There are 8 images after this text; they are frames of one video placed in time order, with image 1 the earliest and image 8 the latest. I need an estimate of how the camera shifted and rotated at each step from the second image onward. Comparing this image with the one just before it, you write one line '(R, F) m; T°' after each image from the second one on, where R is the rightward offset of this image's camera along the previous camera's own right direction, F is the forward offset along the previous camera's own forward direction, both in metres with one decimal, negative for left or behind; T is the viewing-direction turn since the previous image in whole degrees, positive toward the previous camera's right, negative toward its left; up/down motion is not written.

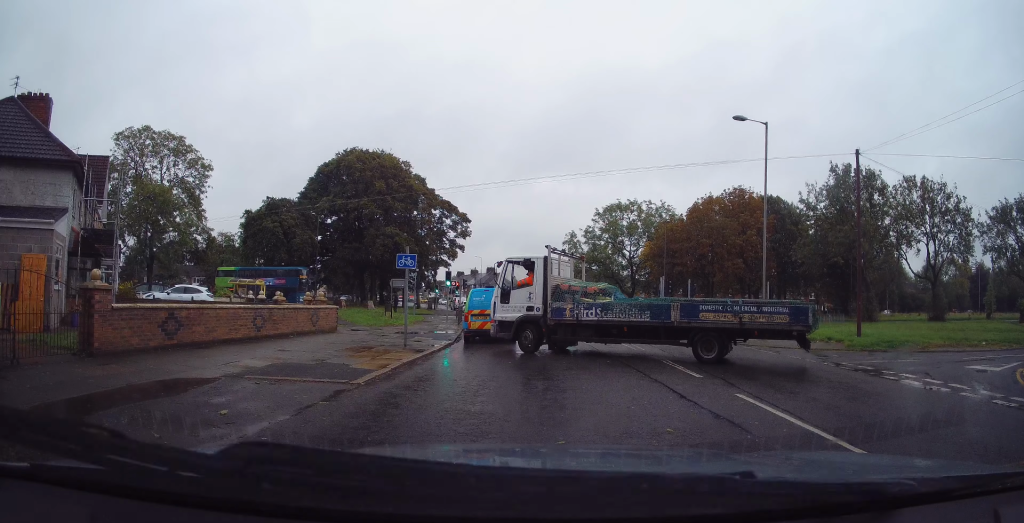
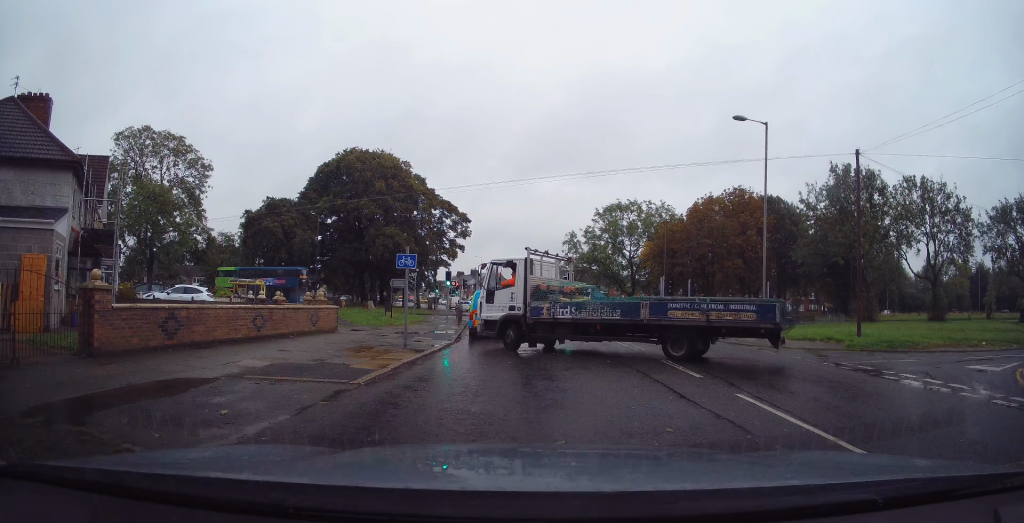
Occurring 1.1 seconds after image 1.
(0.0, 0.0) m; 0°
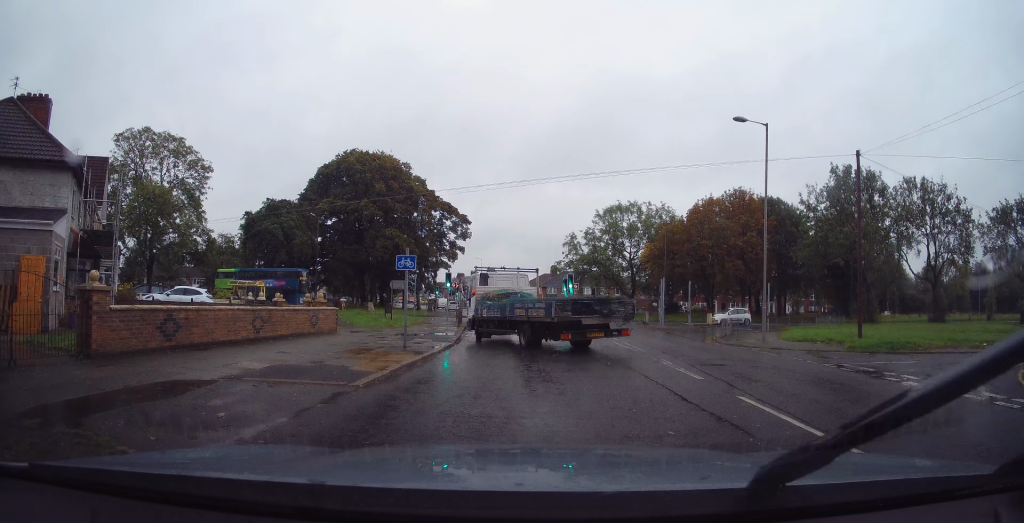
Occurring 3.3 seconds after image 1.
(0.0, 0.0) m; 0°
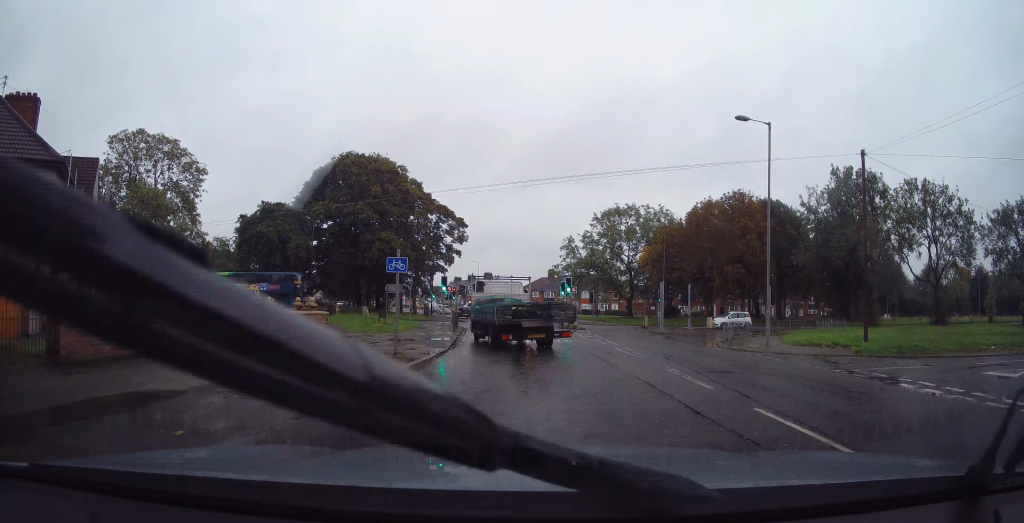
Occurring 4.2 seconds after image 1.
(+0.1, +0.3) m; 0°
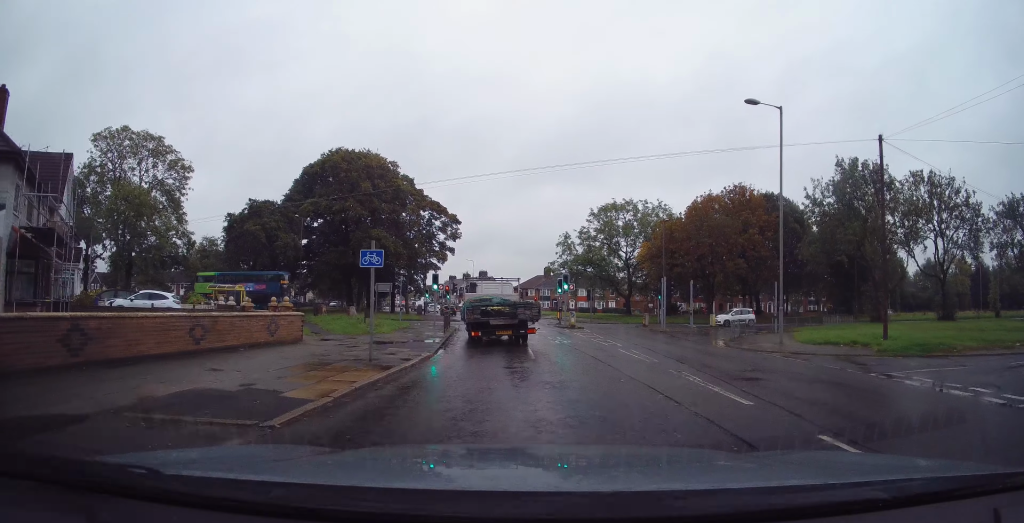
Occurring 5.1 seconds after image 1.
(+0.2, +0.9) m; +2°
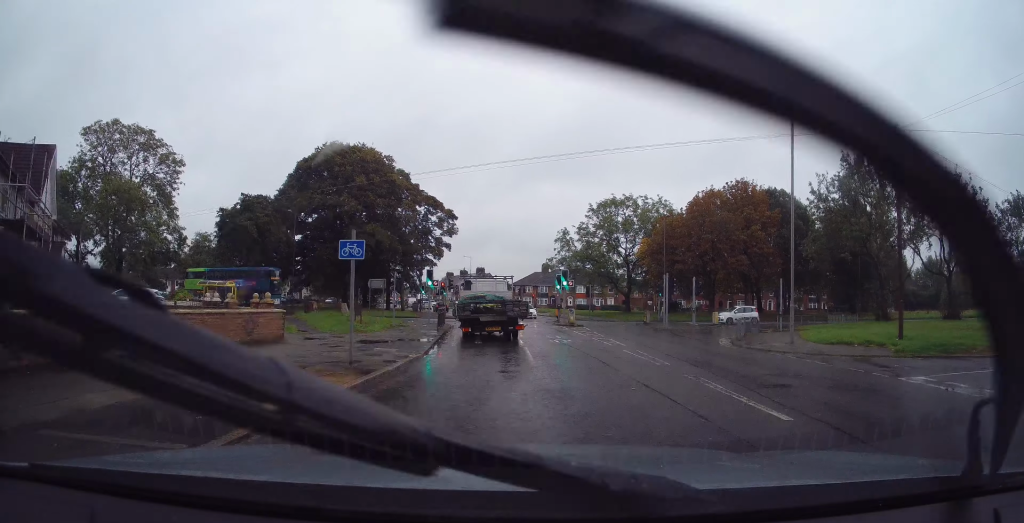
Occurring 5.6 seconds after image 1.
(0.0, +0.8) m; +4°
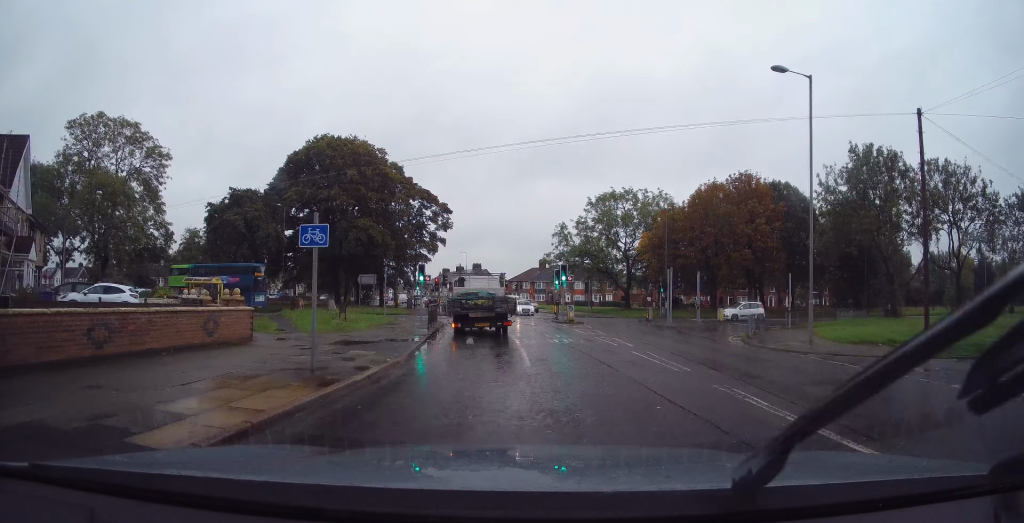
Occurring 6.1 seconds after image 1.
(+0.1, +1.3) m; +3°
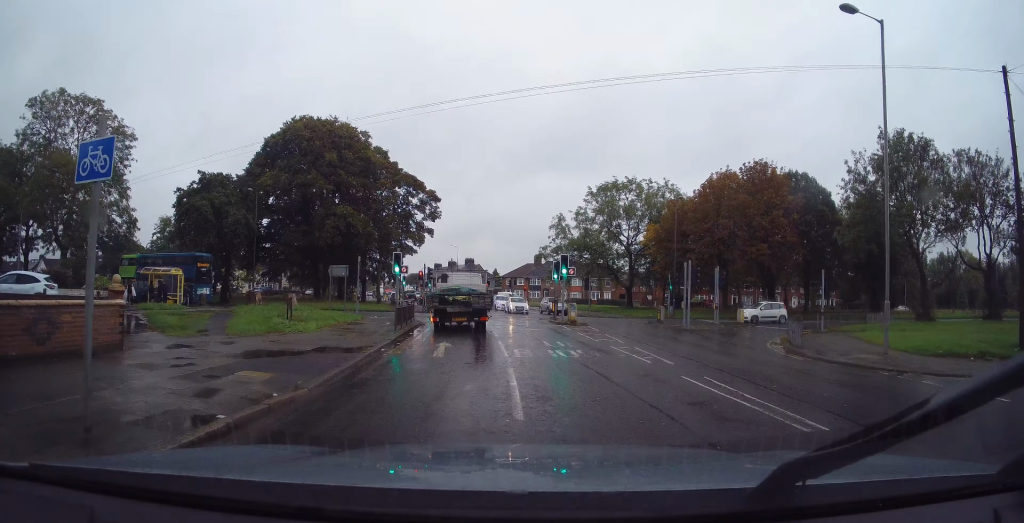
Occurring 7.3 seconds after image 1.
(+0.2, +4.1) m; -1°
